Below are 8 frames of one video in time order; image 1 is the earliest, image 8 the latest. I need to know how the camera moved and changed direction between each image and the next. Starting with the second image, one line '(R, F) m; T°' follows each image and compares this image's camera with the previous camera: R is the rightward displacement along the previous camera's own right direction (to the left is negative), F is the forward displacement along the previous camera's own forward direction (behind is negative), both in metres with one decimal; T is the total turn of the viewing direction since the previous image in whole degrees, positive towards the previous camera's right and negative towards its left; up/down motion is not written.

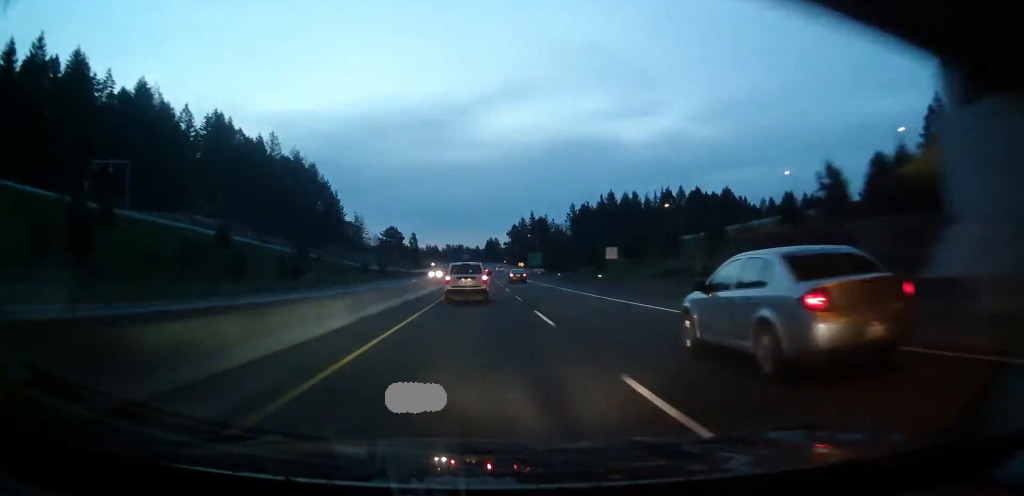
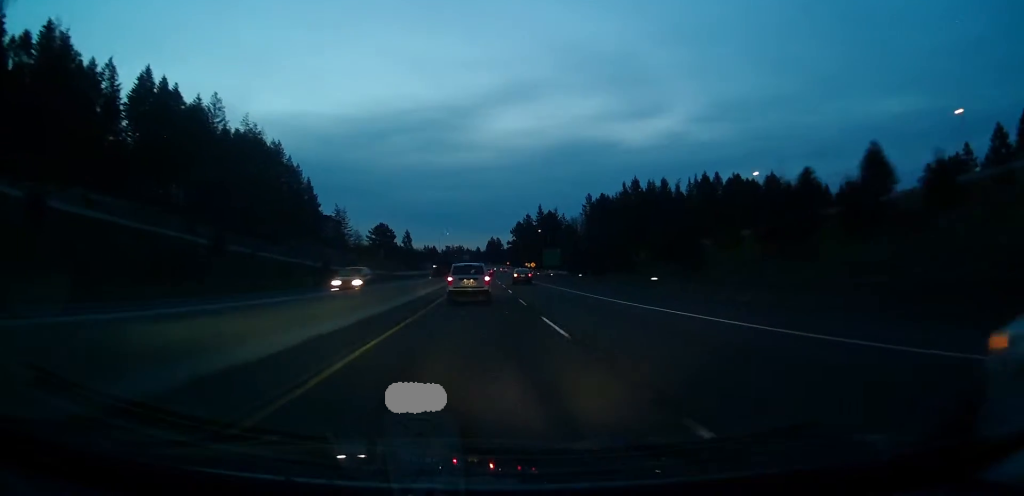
(+1.9, +39.1) m; +4°
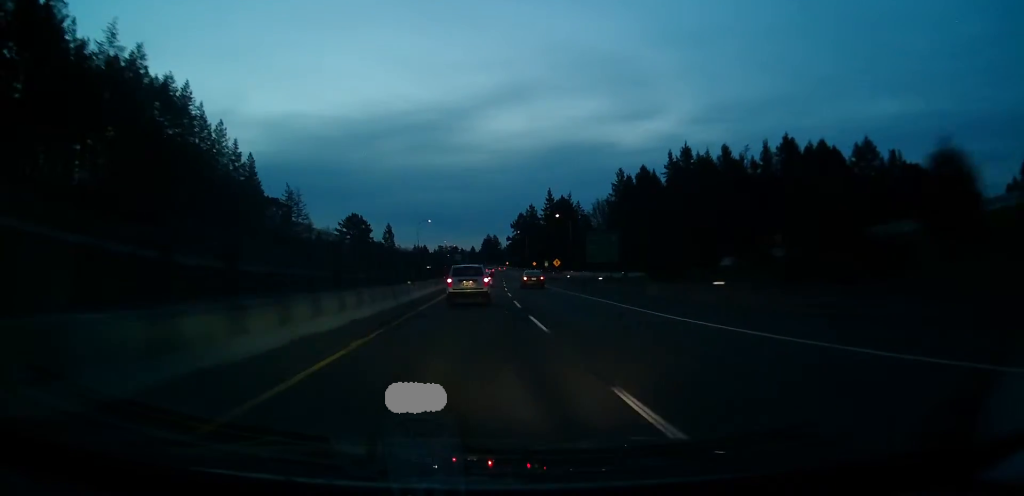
(+1.3, +60.6) m; +2°
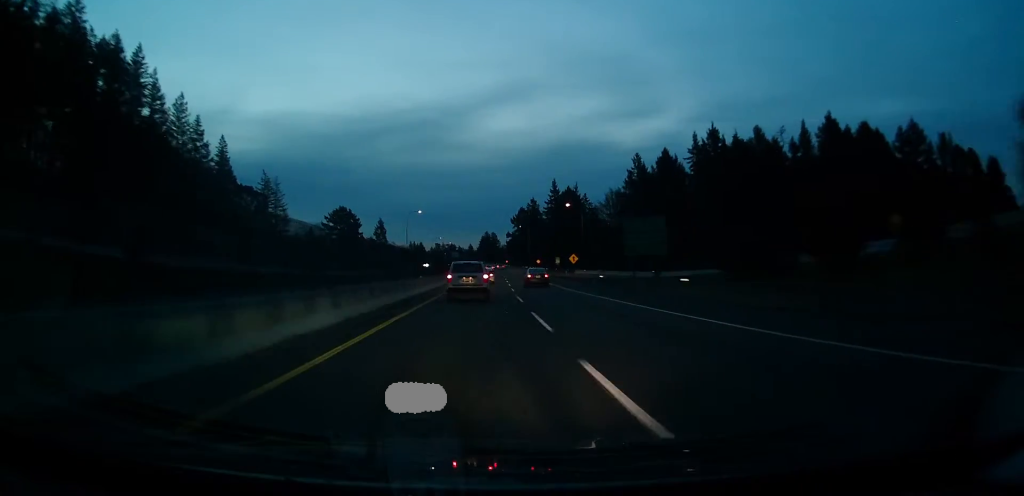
(+0.1, +21.1) m; 0°
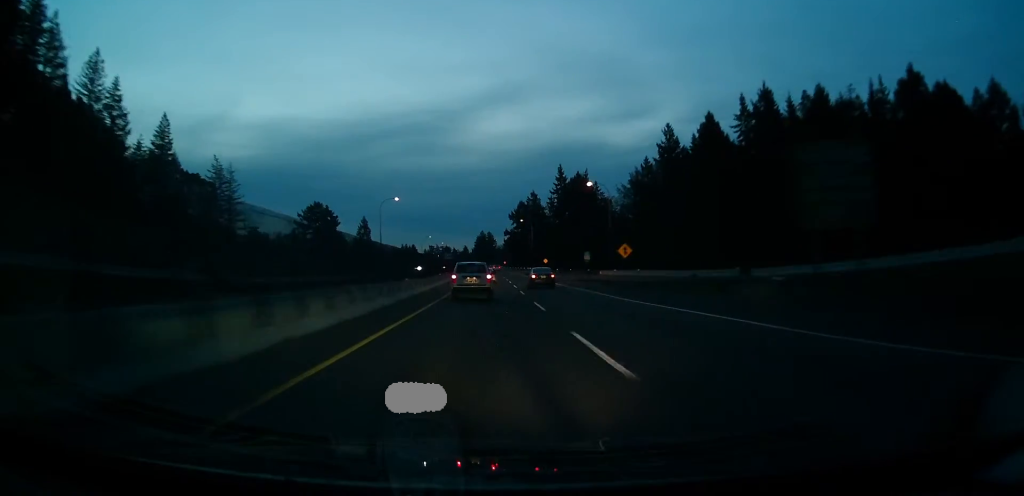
(-0.2, +31.5) m; 0°
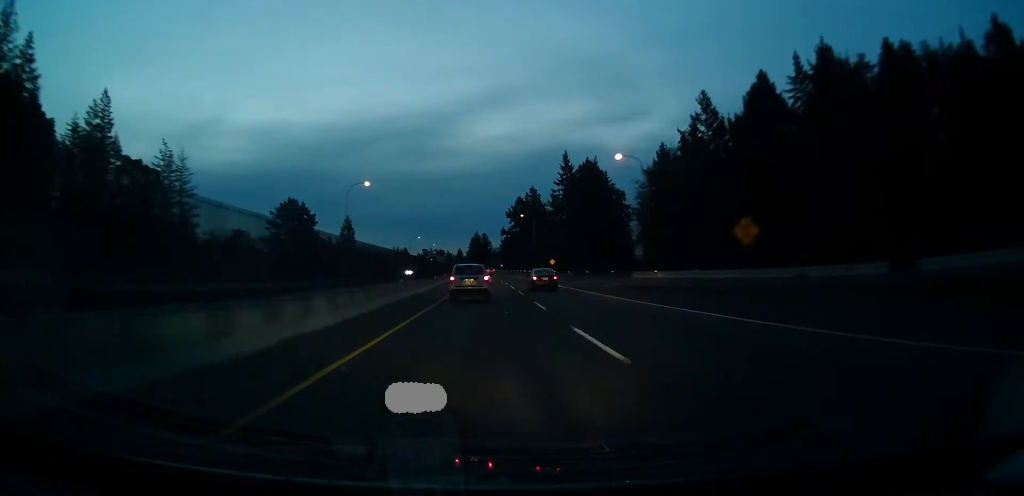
(0.0, +24.1) m; 0°
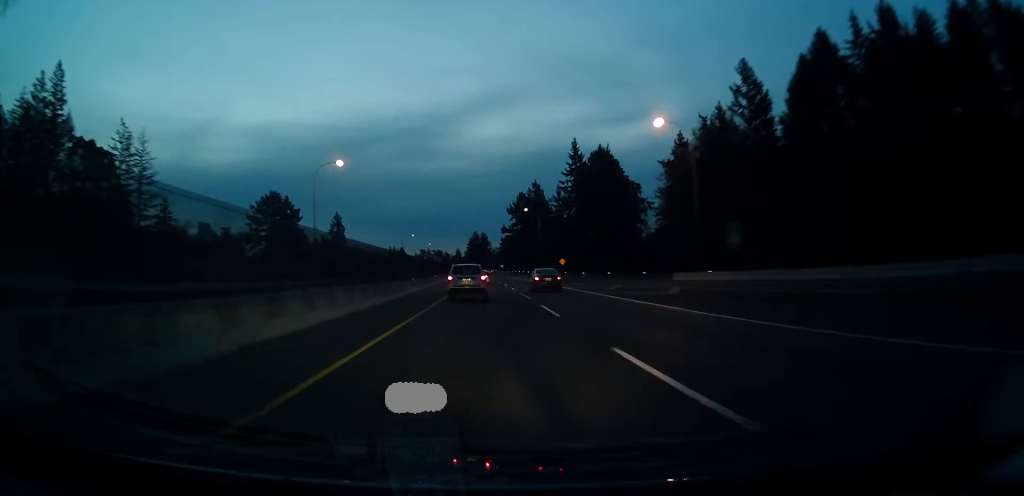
(-0.1, +16.8) m; 0°
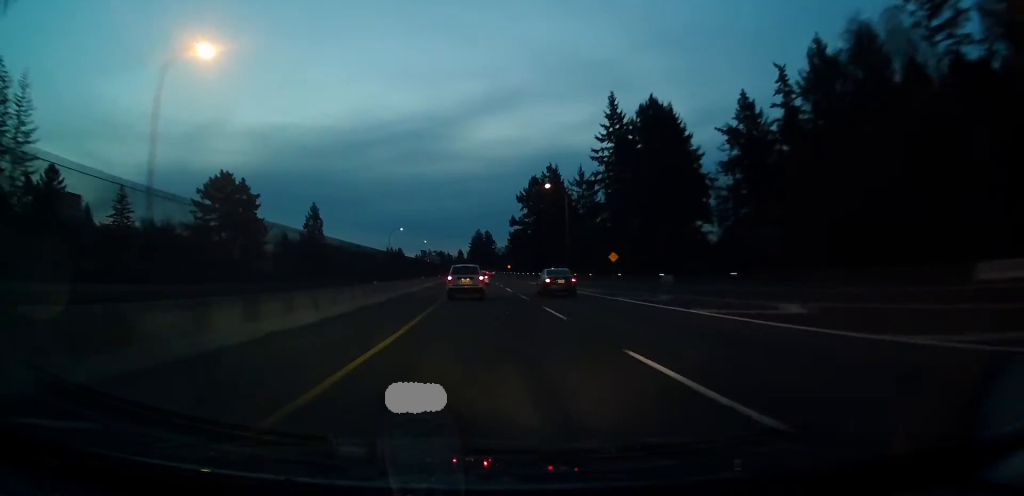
(-0.1, +38.1) m; 0°
